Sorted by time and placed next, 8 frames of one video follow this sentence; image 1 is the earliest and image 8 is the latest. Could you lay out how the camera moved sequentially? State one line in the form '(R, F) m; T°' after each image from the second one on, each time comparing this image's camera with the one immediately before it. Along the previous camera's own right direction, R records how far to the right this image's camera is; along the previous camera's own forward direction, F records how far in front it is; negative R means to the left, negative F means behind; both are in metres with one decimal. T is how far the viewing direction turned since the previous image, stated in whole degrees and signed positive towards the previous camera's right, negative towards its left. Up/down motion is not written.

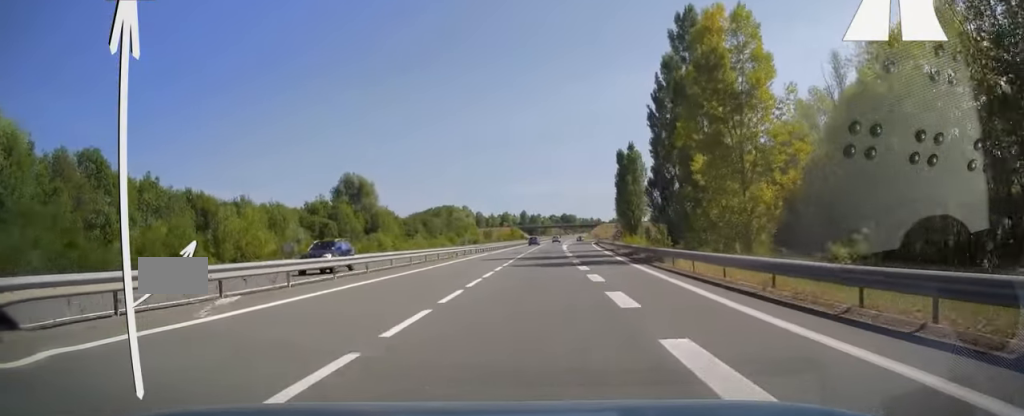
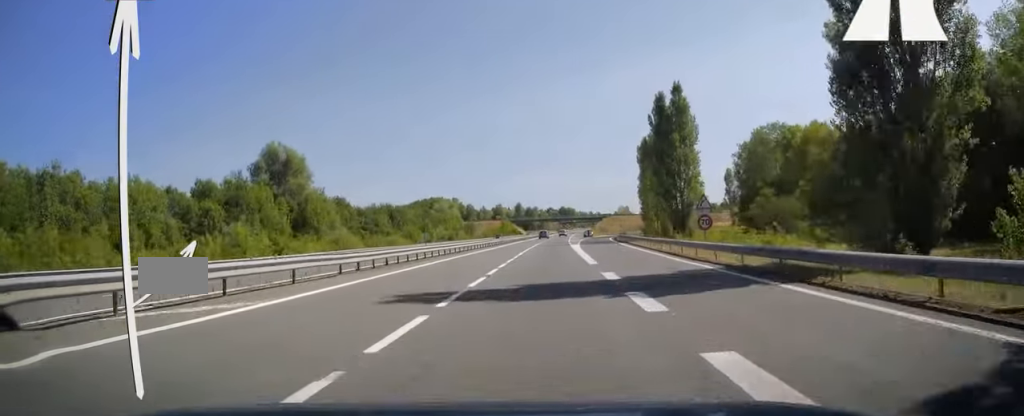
(+0.1, +40.3) m; 0°
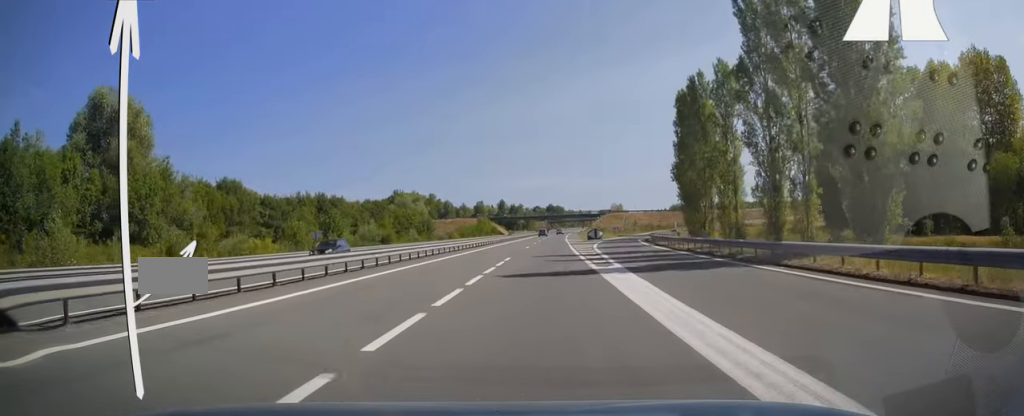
(+0.2, +43.3) m; +1°
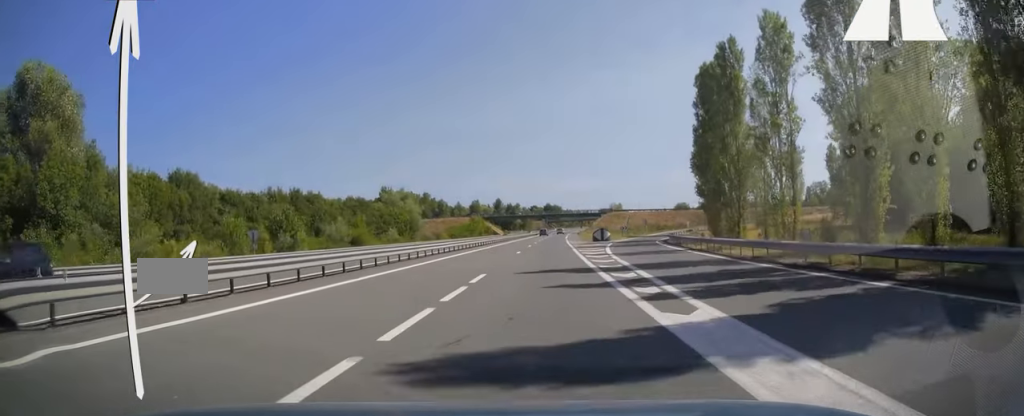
(0.0, +12.3) m; 0°
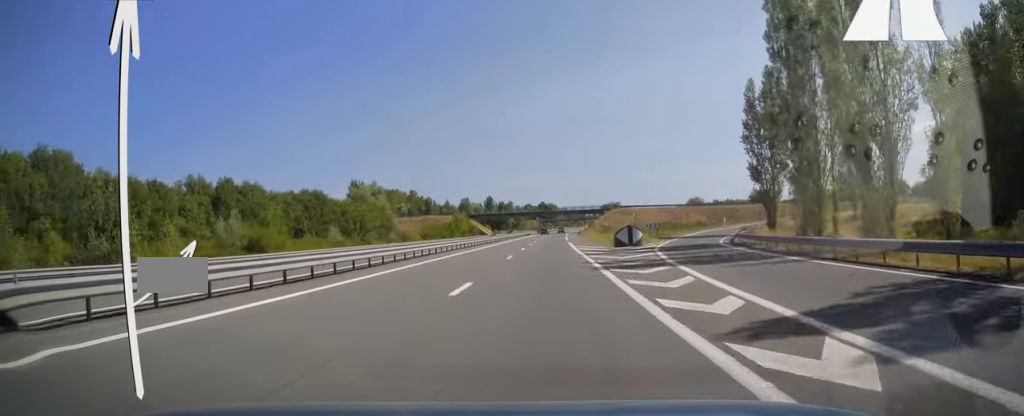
(+0.3, +25.1) m; +1°
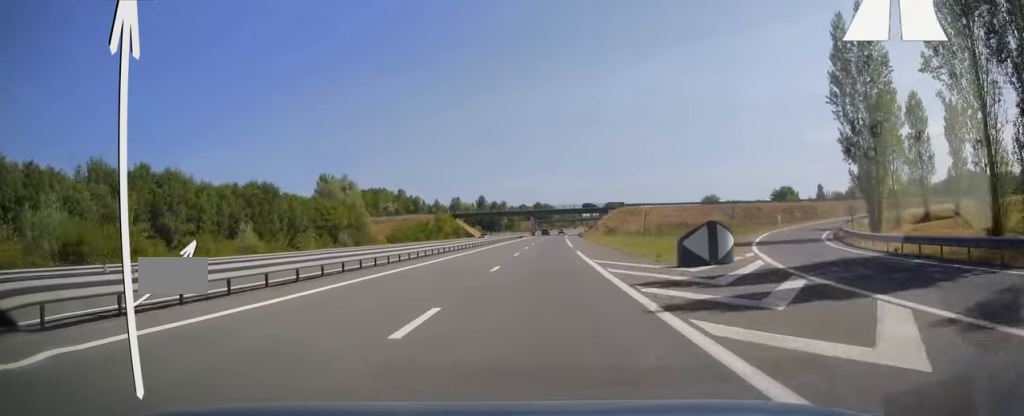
(+0.1, +21.1) m; 0°
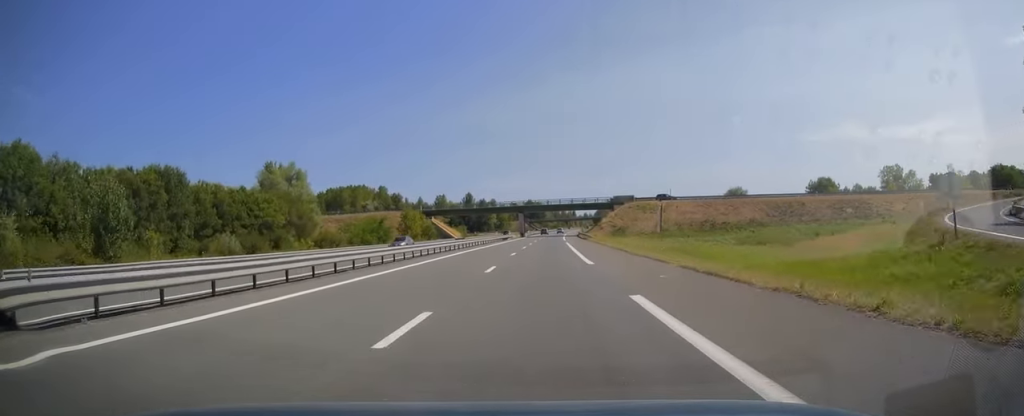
(+0.1, +26.6) m; 0°
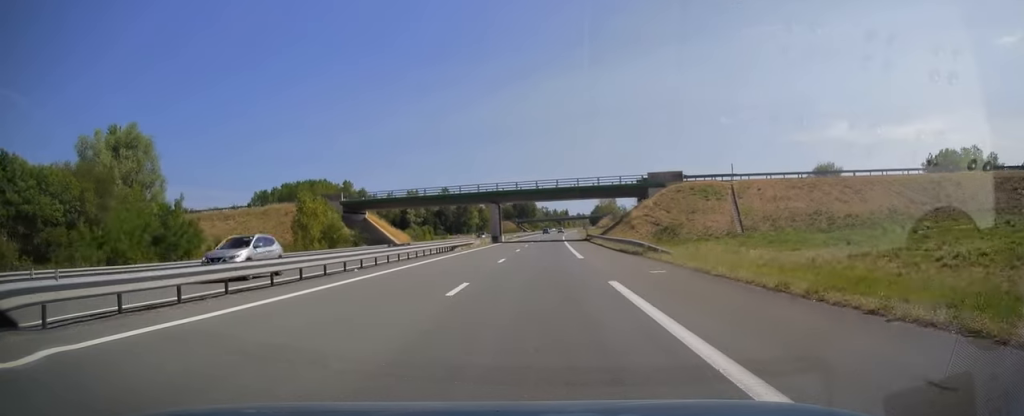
(+0.3, +47.3) m; +1°
